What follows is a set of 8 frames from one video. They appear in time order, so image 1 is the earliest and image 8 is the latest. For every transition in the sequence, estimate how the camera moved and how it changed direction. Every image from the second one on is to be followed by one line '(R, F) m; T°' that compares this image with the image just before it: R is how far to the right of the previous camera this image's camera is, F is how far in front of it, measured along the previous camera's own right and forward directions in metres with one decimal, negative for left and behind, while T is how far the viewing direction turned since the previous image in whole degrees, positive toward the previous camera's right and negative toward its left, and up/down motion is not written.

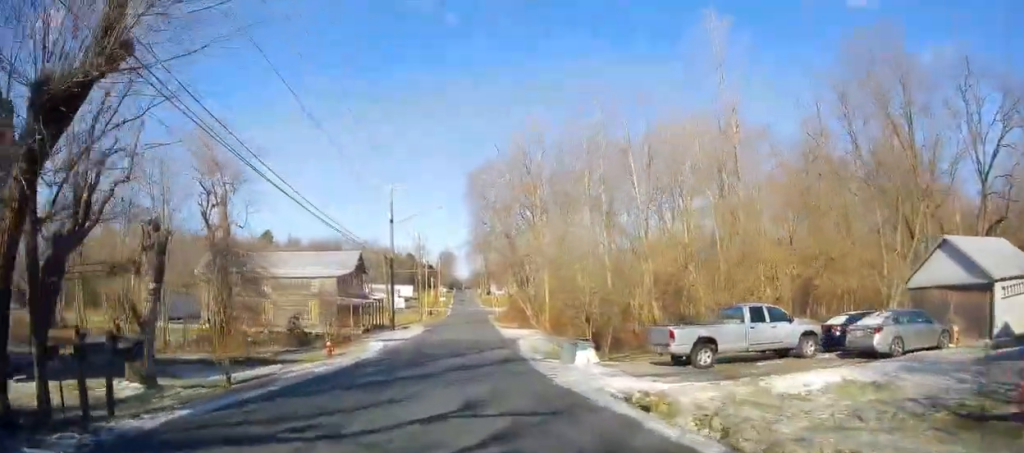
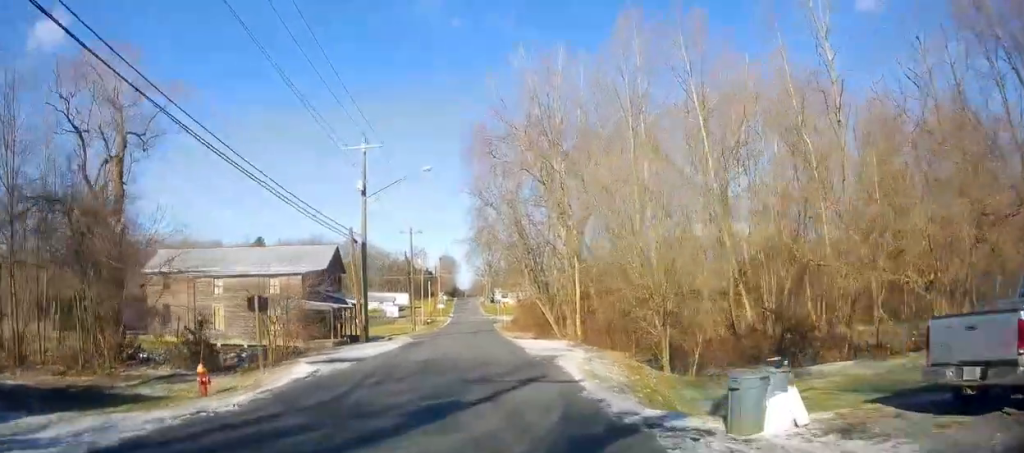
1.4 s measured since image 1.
(+0.3, +13.1) m; -2°
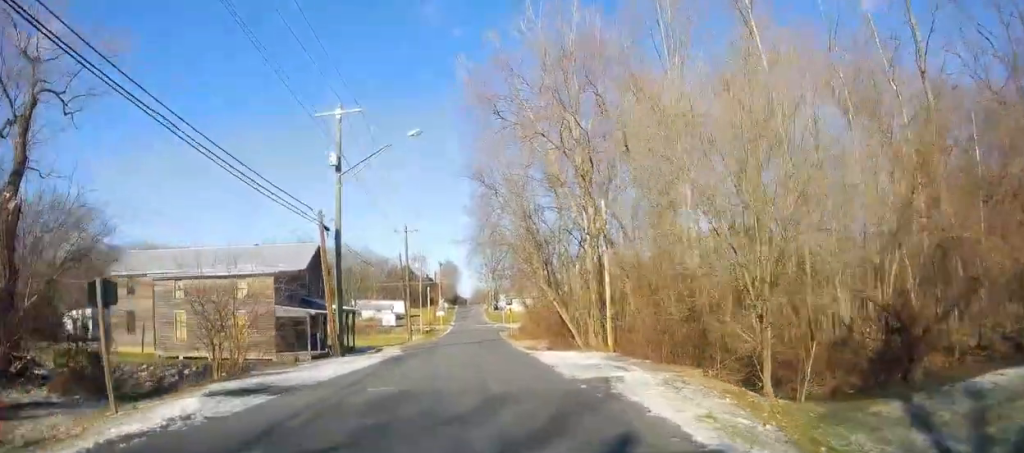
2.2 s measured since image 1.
(-0.5, +7.2) m; -1°
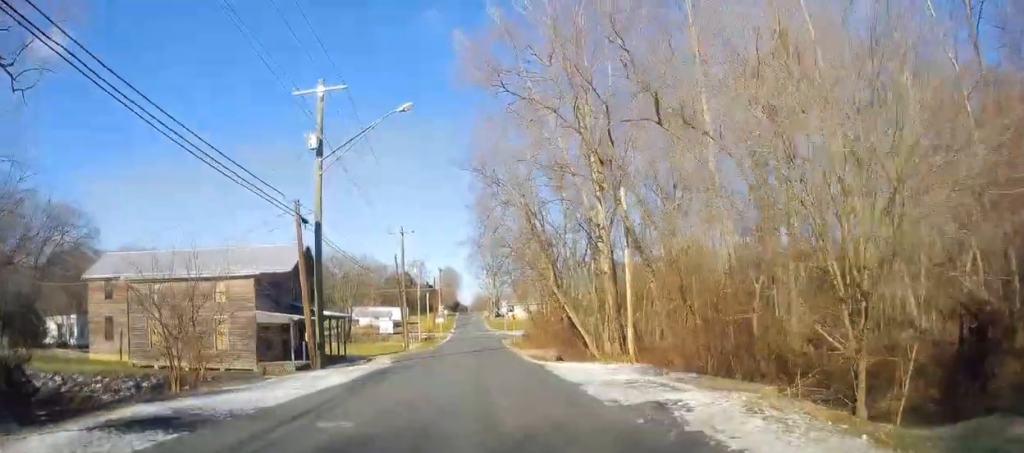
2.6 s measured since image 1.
(-0.1, +3.9) m; 0°
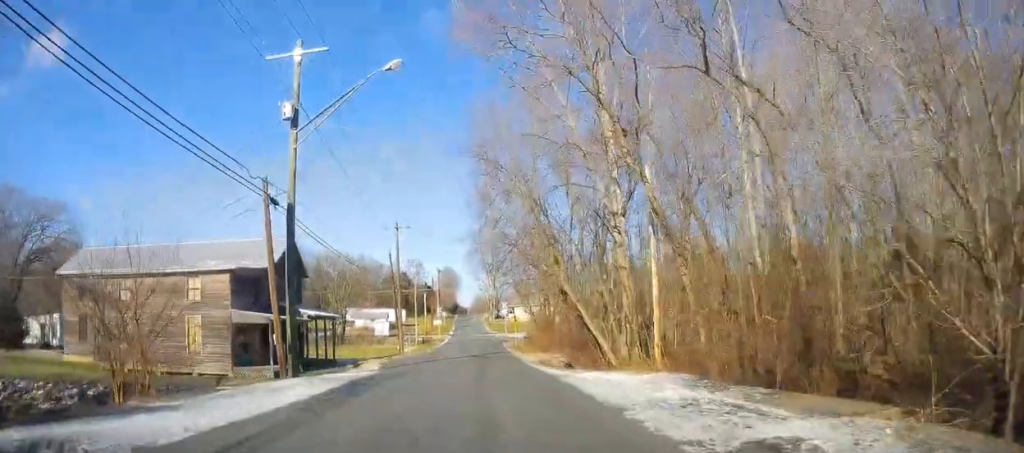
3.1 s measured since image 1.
(+0.2, +3.9) m; +1°
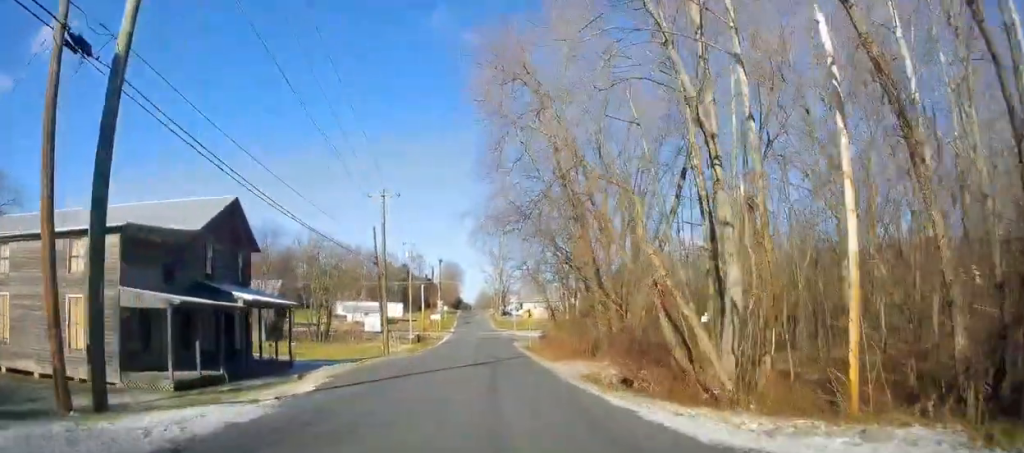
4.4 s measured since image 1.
(+0.2, +11.6) m; +2°
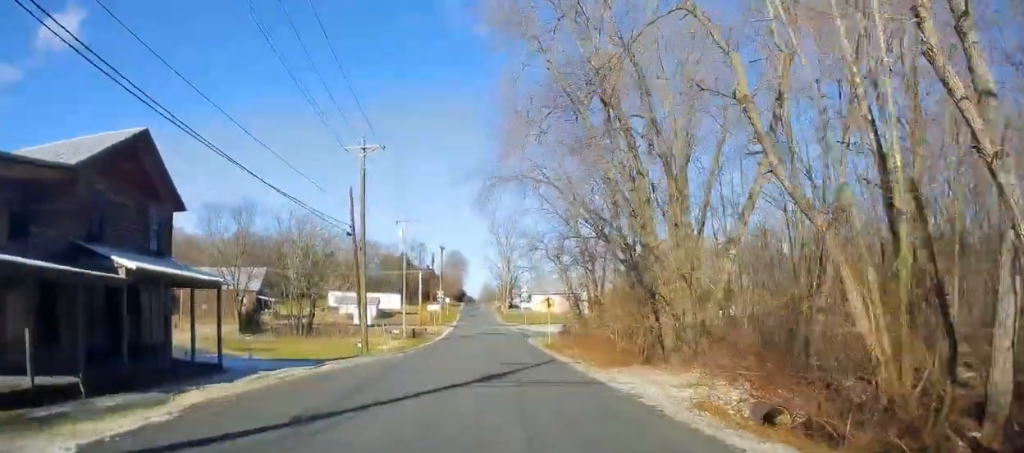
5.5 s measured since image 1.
(+0.2, +10.0) m; -3°
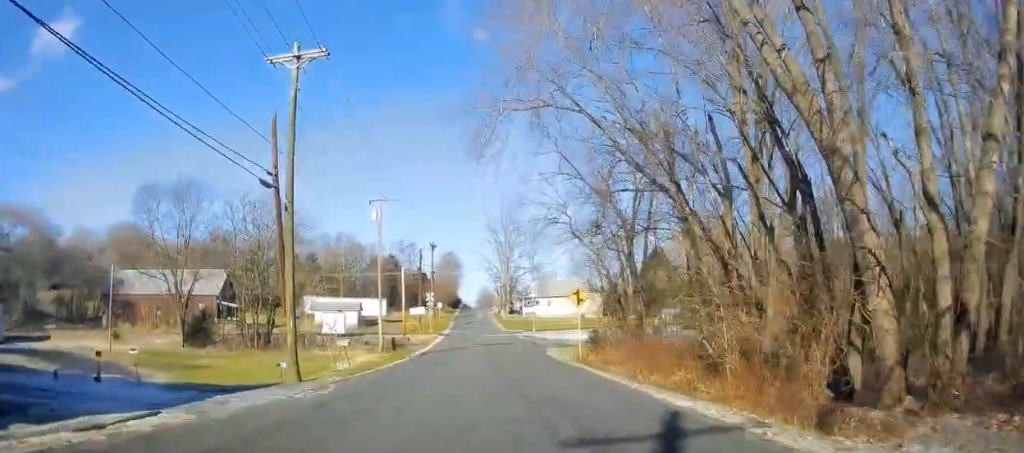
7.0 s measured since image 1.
(-1.0, +12.8) m; -3°
